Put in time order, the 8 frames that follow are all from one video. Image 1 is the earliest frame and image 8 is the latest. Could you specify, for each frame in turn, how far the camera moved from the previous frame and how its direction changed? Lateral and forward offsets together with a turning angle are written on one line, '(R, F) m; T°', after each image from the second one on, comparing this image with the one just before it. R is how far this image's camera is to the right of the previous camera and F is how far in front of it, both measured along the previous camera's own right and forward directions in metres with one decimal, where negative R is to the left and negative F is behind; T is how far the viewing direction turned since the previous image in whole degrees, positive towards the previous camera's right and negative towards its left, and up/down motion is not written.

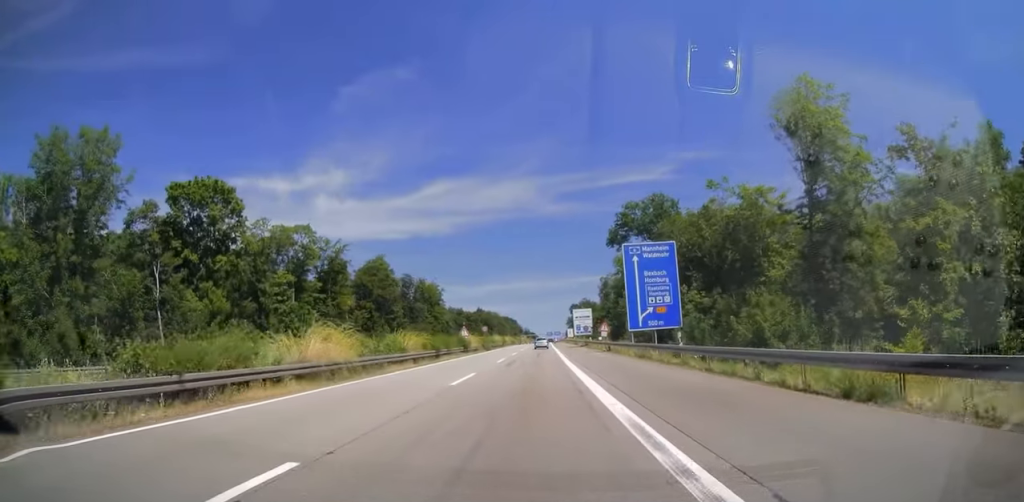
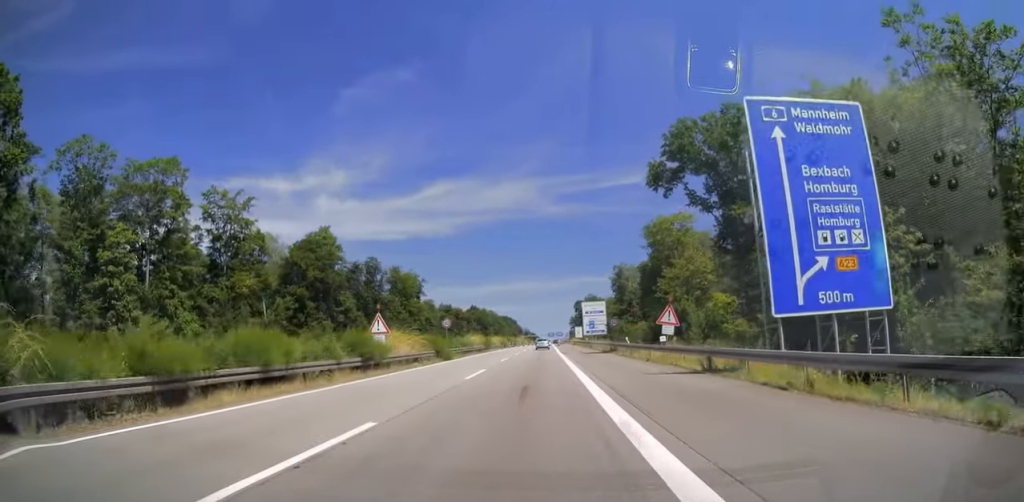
(+0.1, +32.1) m; +1°
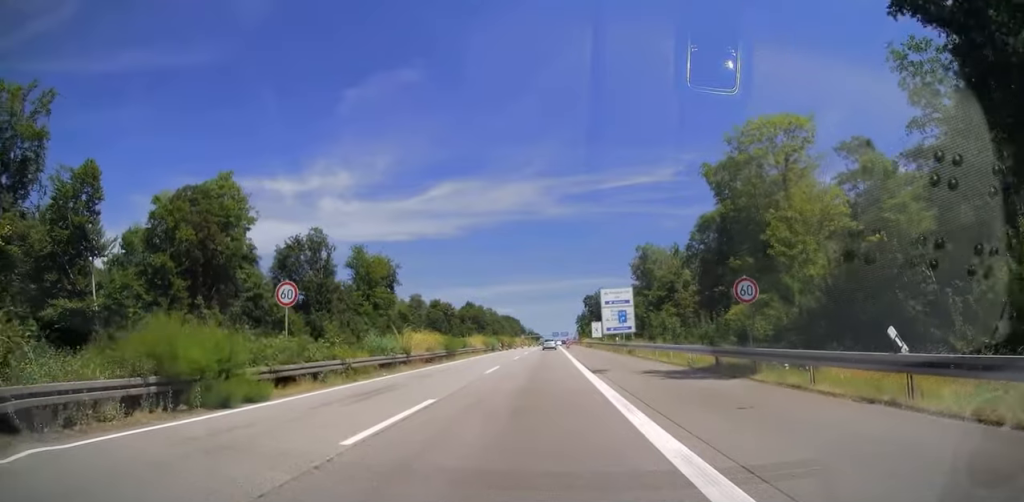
(-0.1, +31.7) m; -1°
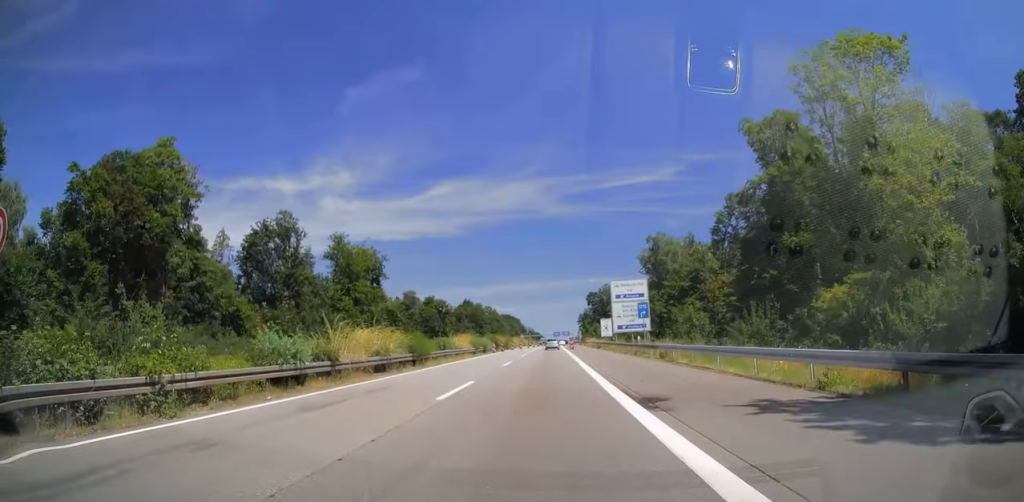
(-0.2, +11.6) m; 0°
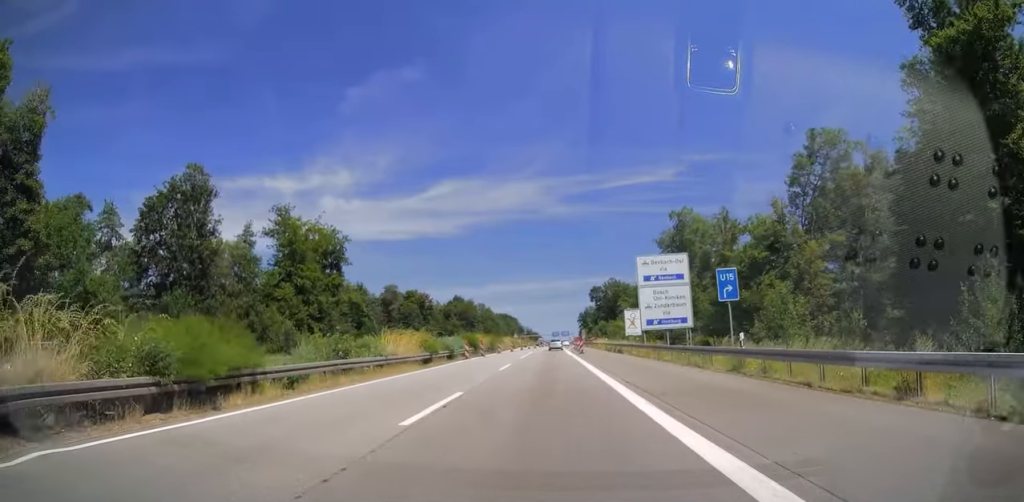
(-0.1, +22.1) m; 0°
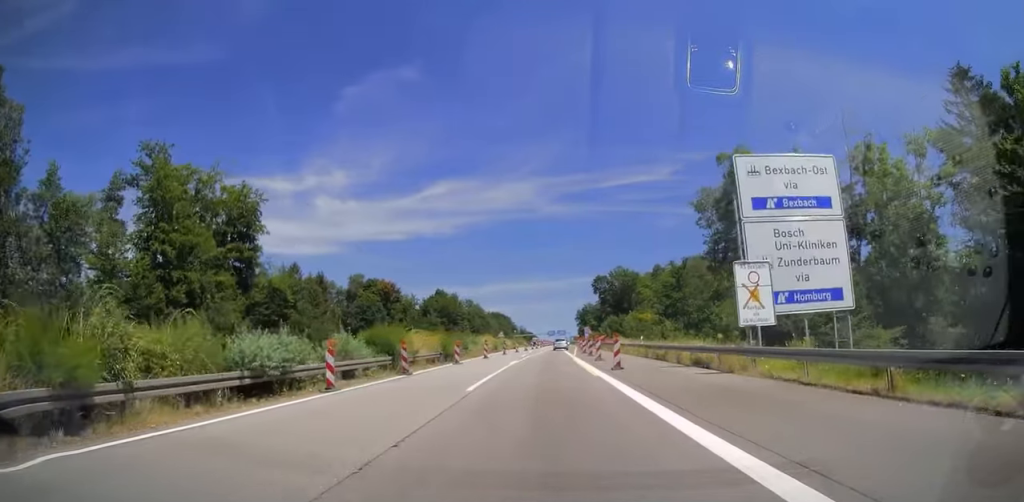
(+0.3, +28.7) m; 0°
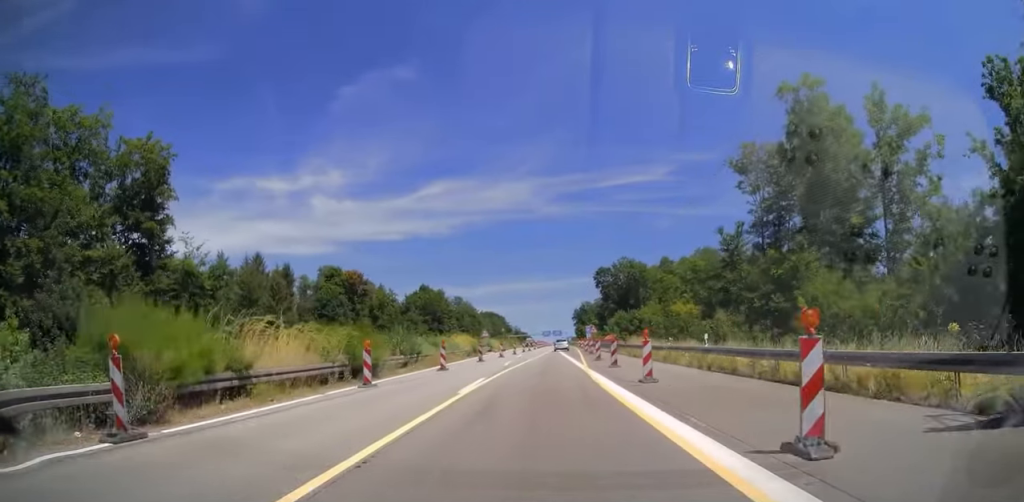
(-0.2, +18.3) m; 0°
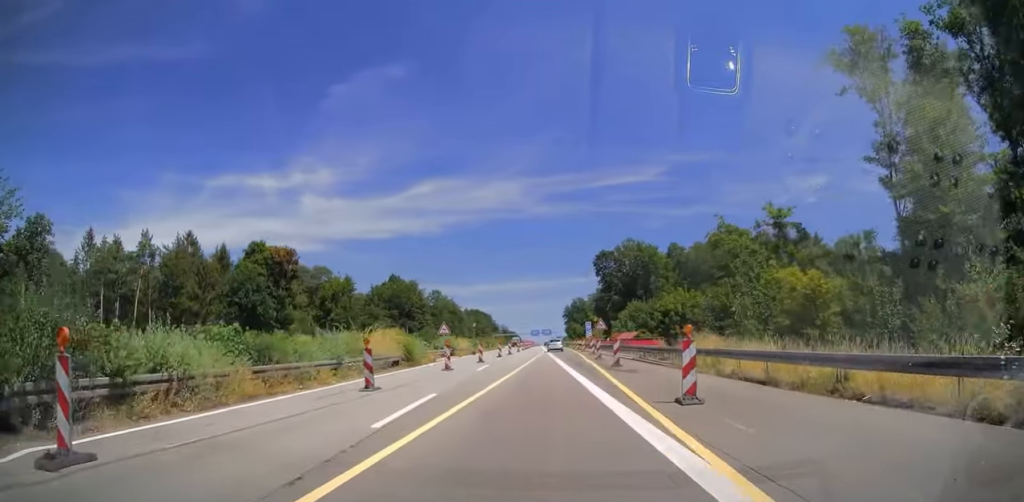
(+0.2, +24.4) m; +1°
